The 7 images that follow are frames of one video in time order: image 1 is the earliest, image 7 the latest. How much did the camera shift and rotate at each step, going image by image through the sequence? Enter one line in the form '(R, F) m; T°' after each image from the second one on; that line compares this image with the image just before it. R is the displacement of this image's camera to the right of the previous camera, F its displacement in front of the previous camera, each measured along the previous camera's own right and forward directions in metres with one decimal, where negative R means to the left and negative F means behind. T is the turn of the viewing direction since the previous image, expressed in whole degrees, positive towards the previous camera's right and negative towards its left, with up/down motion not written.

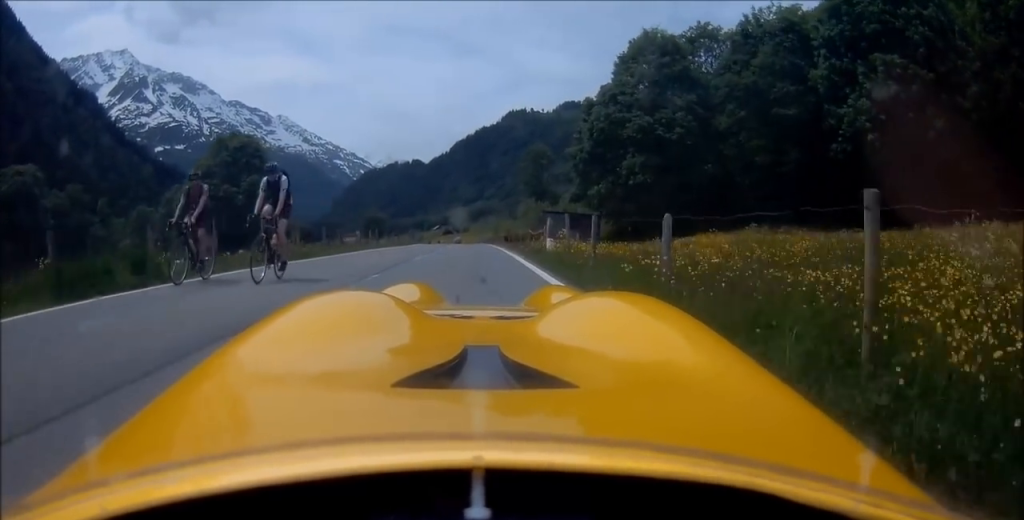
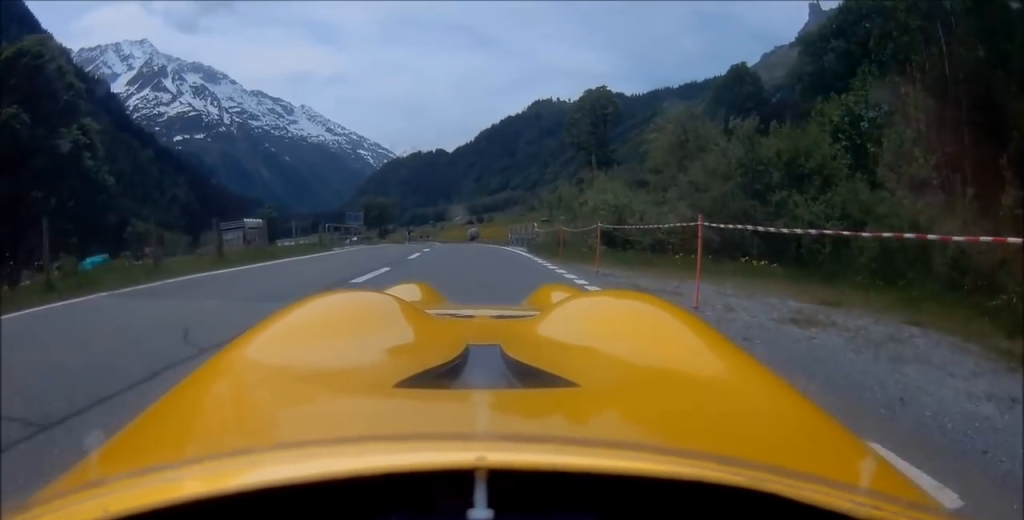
(+1.3, +44.6) m; +1°
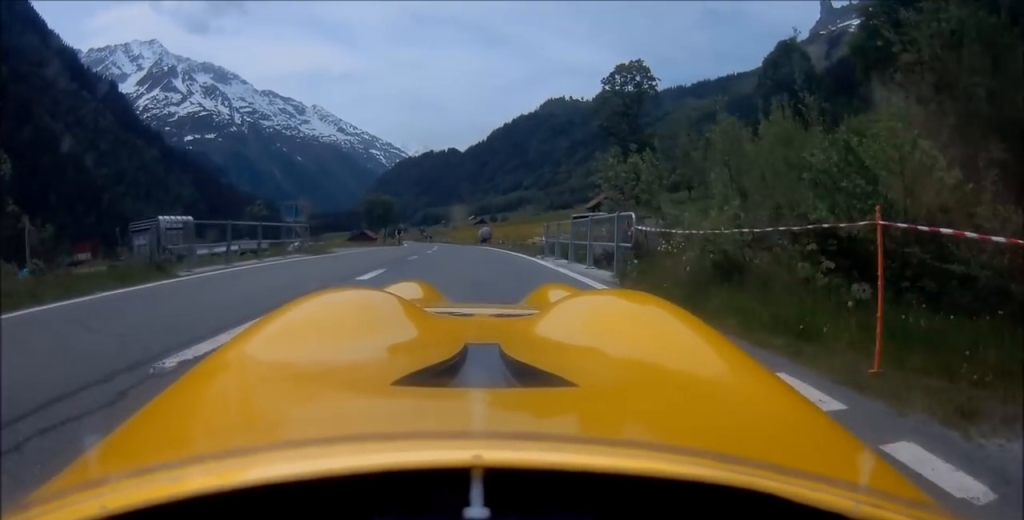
(-0.1, +12.0) m; -3°
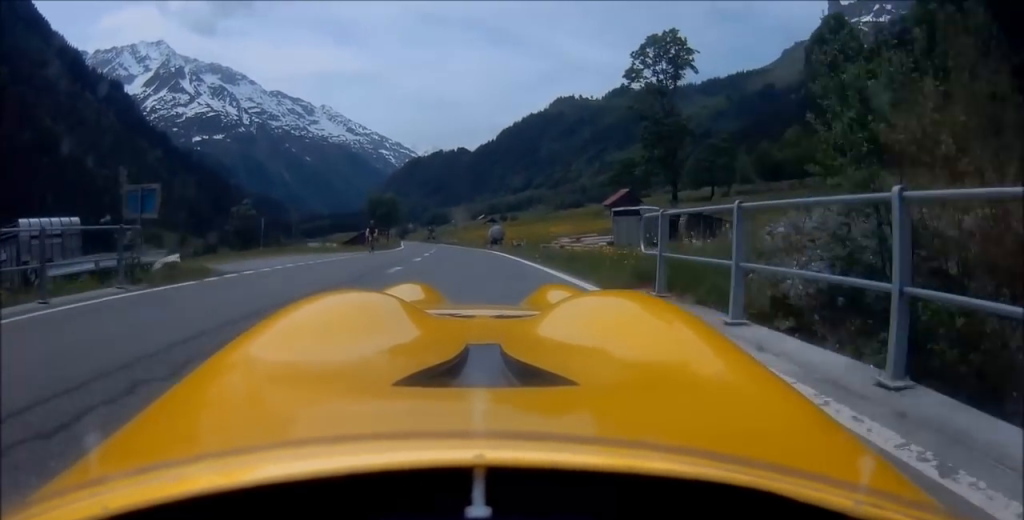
(-0.2, +10.3) m; -2°
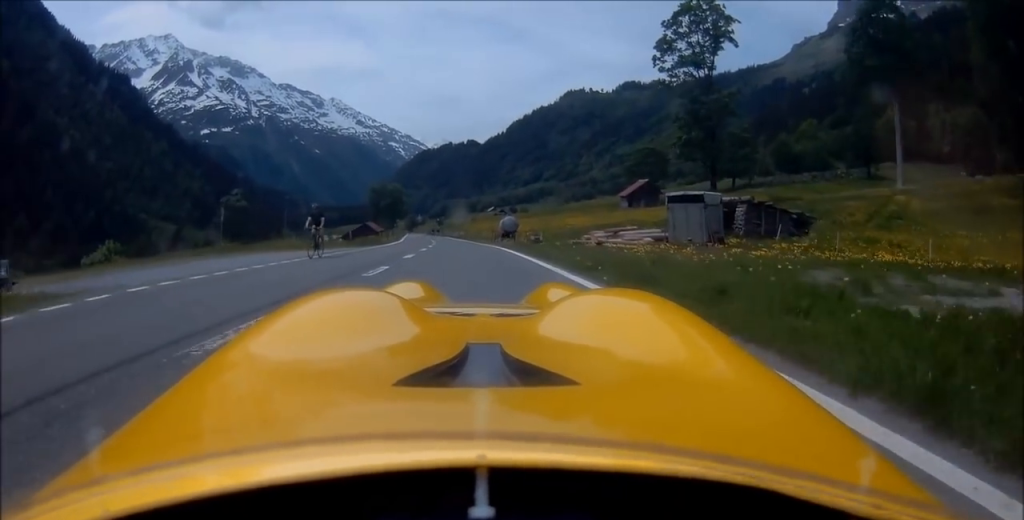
(-0.3, +7.7) m; -1°
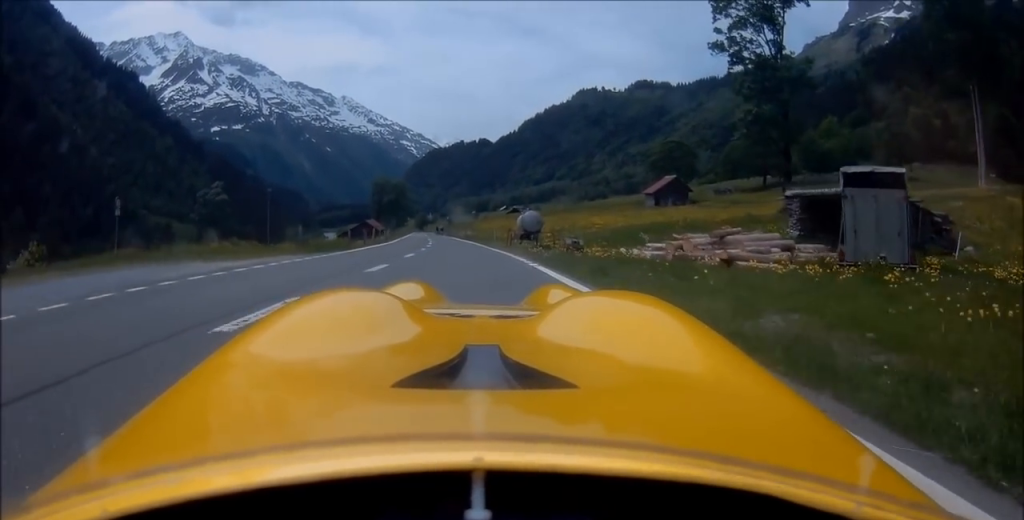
(+0.1, +11.3) m; -2°
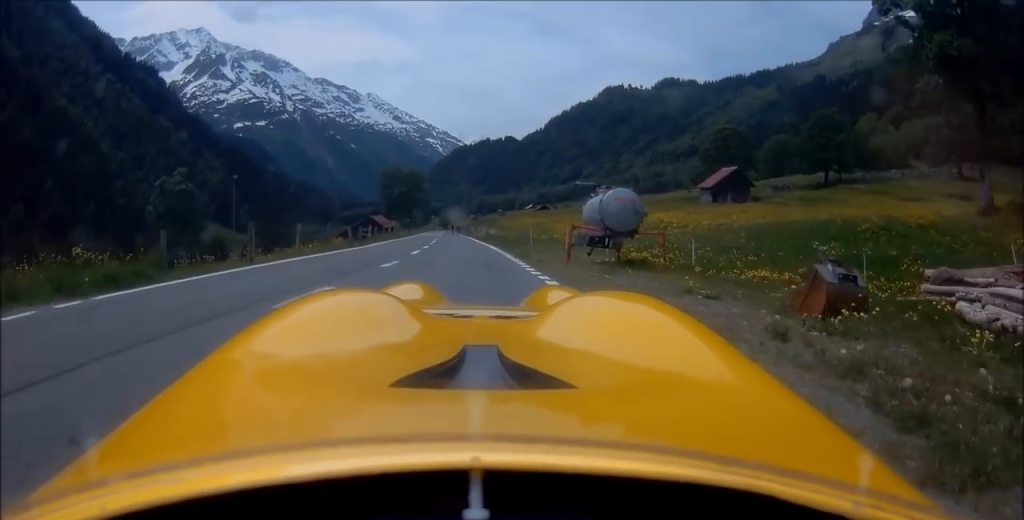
(-0.7, +17.3) m; -3°
